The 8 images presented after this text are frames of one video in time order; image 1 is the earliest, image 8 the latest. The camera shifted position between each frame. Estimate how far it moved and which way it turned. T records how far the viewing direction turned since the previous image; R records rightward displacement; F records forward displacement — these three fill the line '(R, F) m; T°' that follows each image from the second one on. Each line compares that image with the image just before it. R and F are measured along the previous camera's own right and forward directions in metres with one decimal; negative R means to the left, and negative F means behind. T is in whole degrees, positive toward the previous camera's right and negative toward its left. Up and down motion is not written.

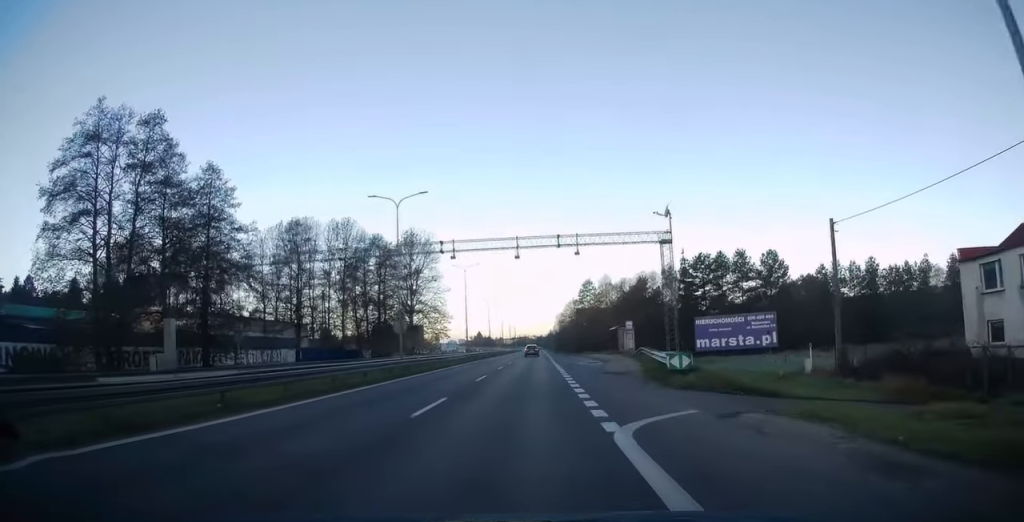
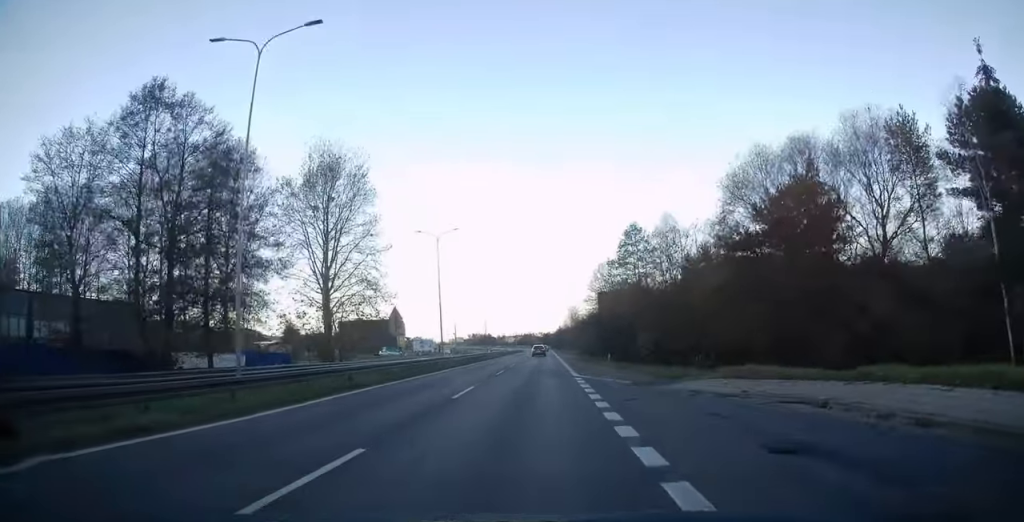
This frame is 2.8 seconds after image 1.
(+0.3, +55.9) m; 0°
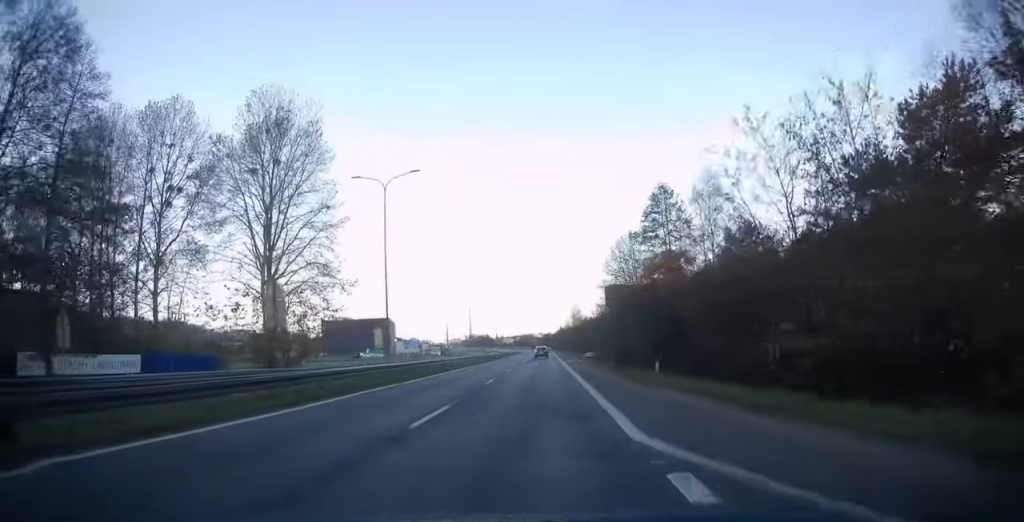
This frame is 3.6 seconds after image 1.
(+0.3, +17.4) m; +1°
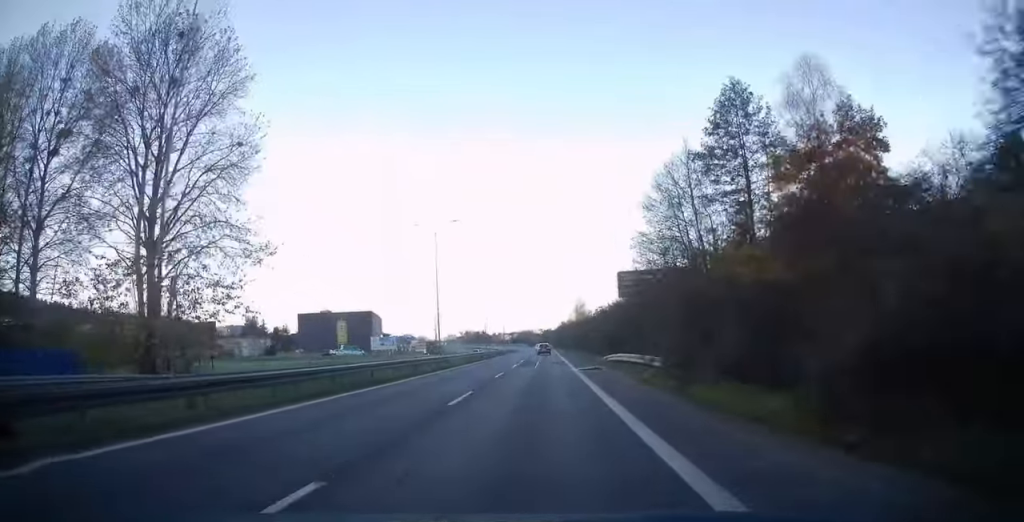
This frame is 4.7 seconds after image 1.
(+0.1, +20.9) m; -1°
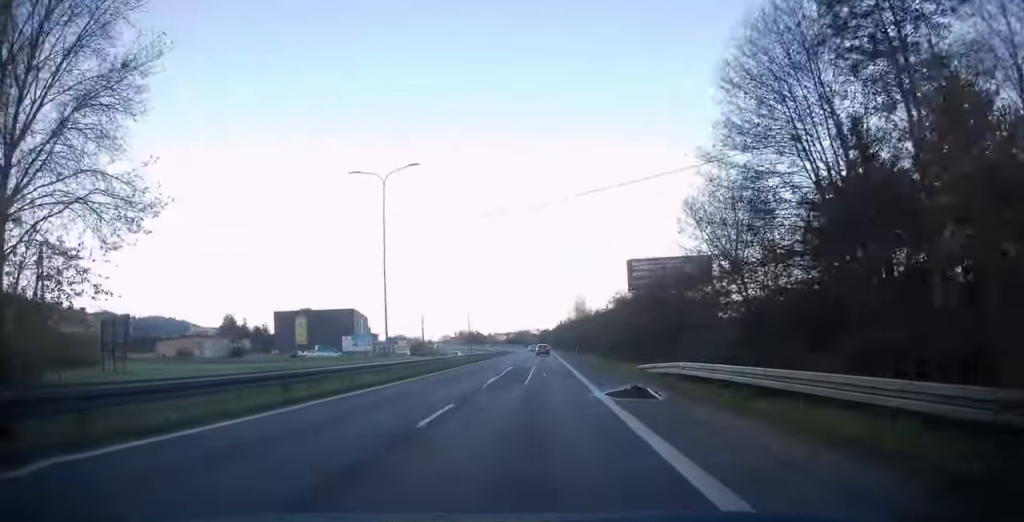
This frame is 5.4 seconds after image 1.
(-0.2, +15.4) m; 0°
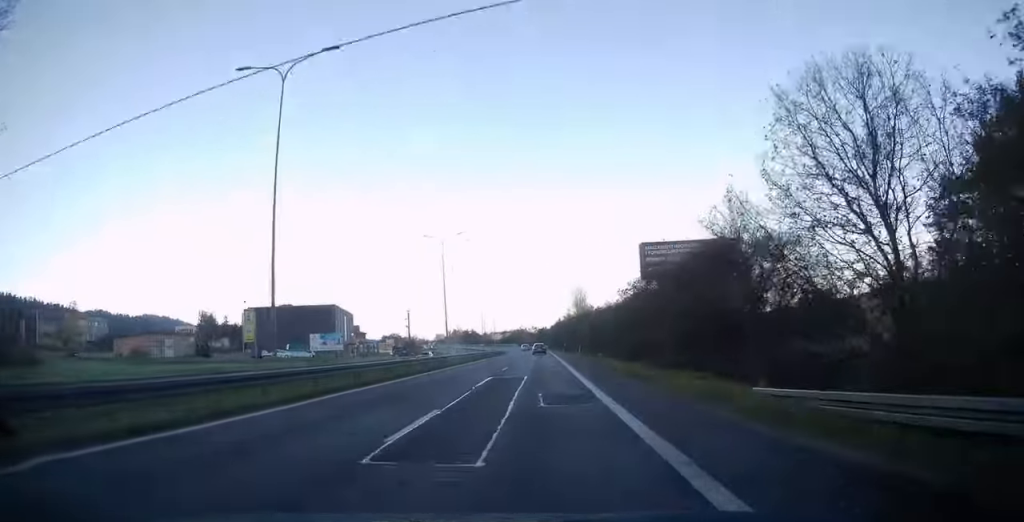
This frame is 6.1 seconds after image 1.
(-0.1, +13.7) m; 0°
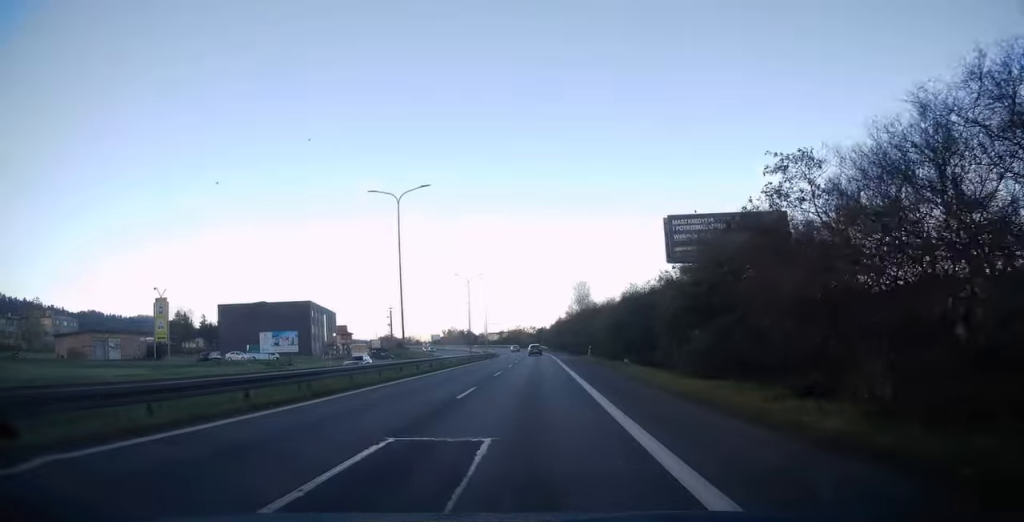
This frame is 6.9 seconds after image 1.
(+0.3, +16.2) m; +1°
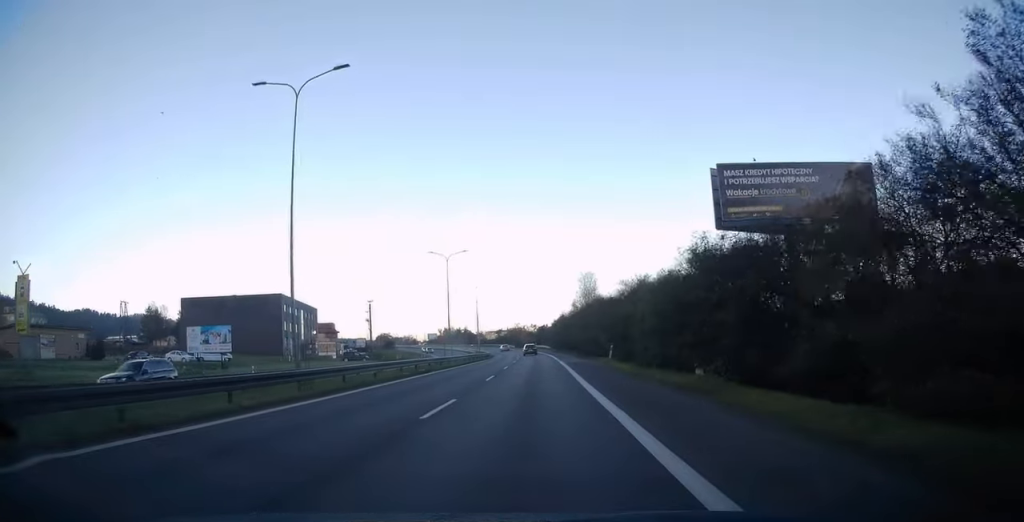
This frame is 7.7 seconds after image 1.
(0.0, +16.7) m; 0°
